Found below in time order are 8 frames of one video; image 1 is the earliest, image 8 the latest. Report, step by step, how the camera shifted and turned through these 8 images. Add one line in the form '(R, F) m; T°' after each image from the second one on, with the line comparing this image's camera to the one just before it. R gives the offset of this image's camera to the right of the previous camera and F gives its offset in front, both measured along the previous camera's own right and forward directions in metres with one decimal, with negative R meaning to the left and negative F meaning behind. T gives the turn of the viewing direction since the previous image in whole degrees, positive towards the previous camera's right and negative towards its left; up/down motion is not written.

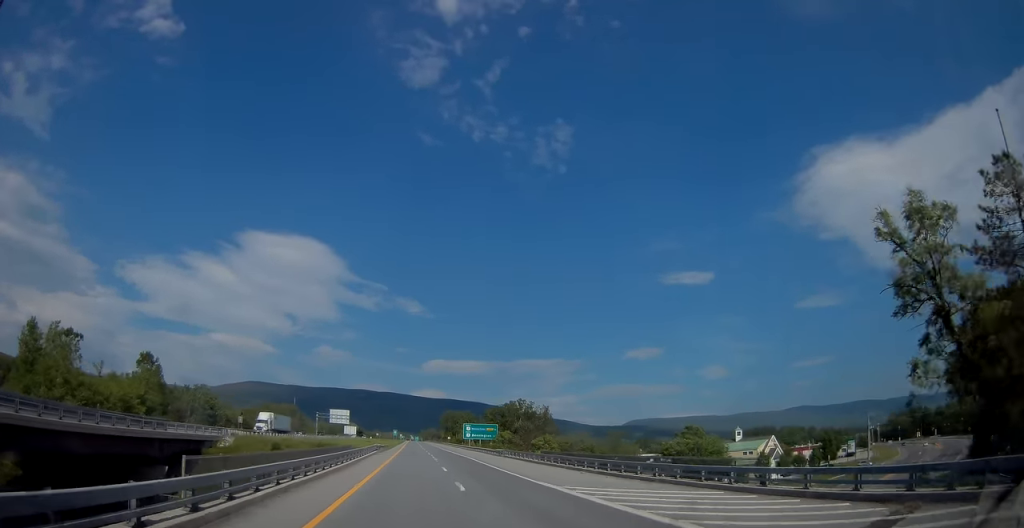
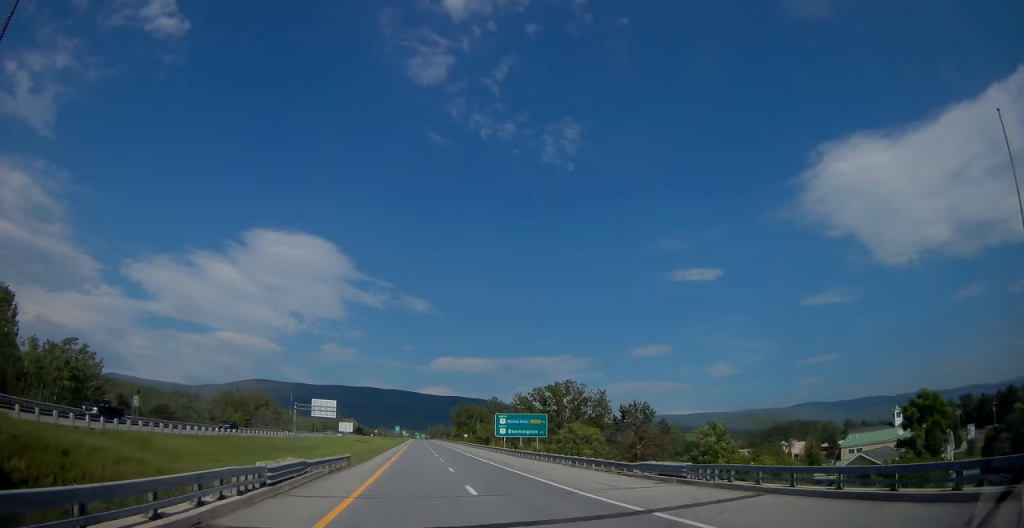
(-1.0, +48.9) m; -2°
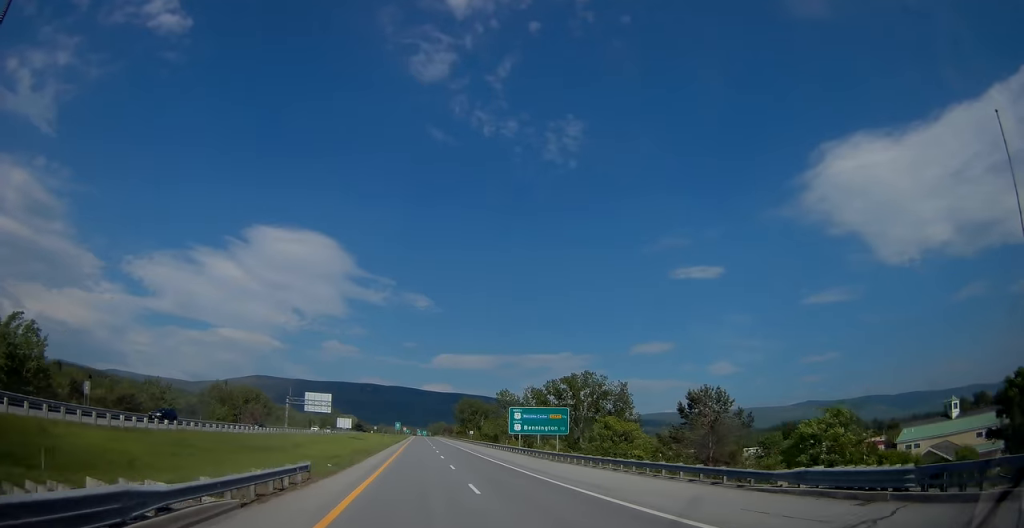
(+0.2, +12.5) m; 0°
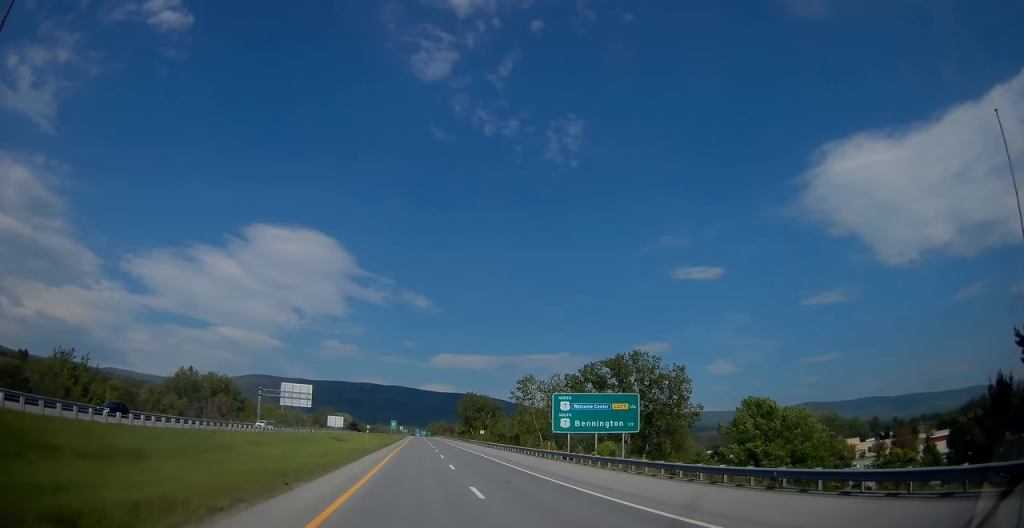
(-0.4, +26.7) m; 0°
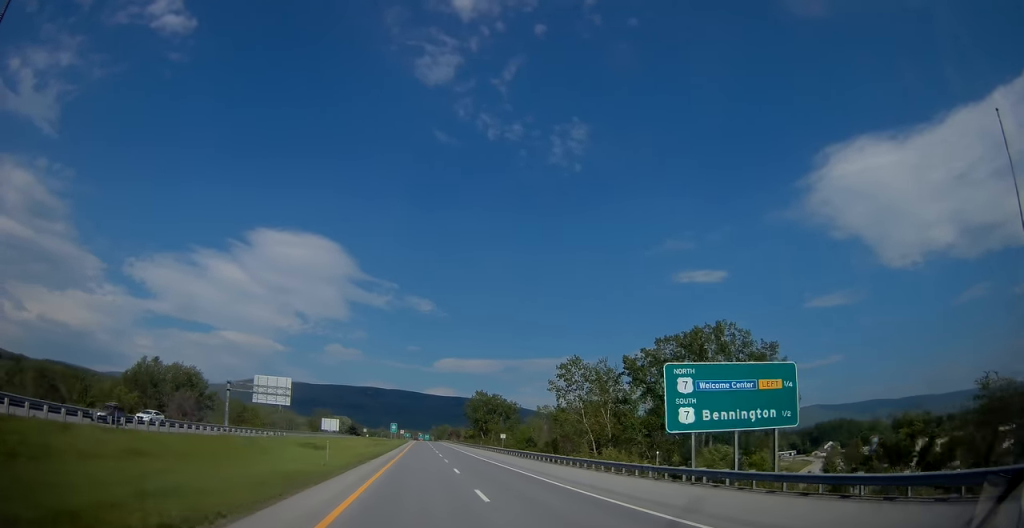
(+0.3, +24.5) m; +1°
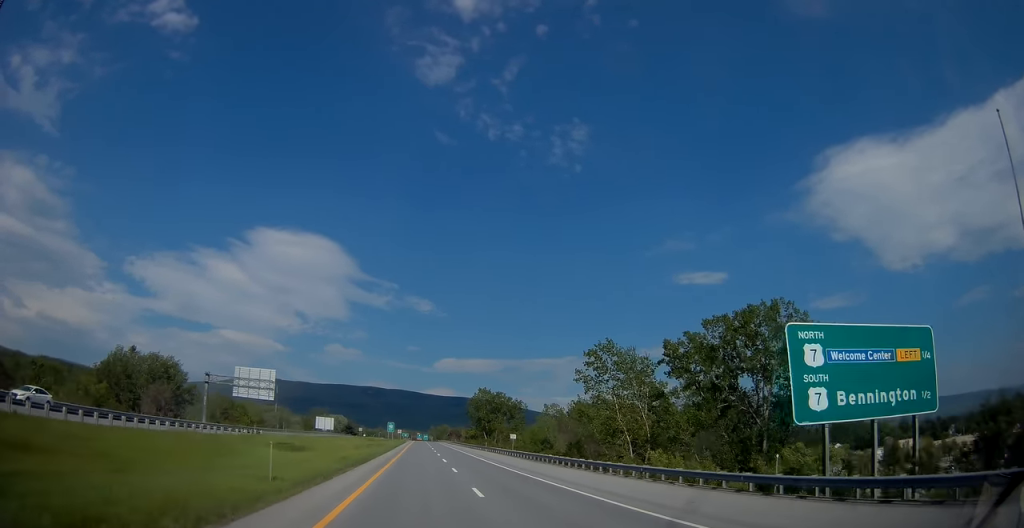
(+0.1, +11.2) m; 0°
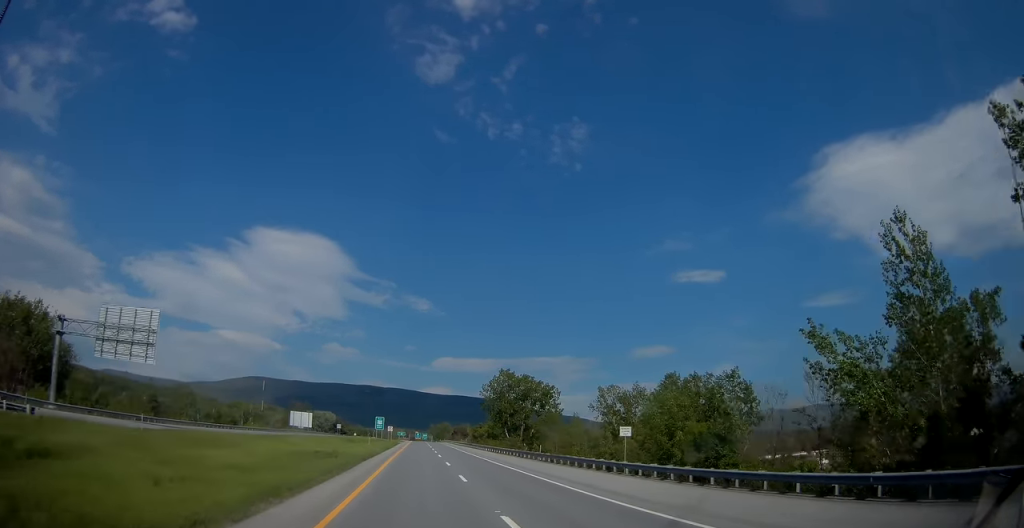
(-0.8, +43.9) m; -1°
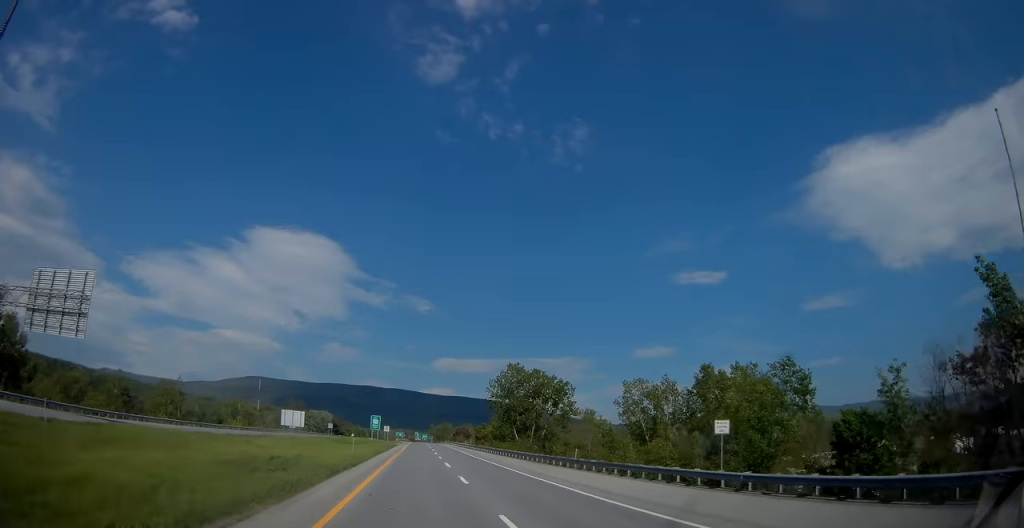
(-0.1, +12.1) m; +1°
